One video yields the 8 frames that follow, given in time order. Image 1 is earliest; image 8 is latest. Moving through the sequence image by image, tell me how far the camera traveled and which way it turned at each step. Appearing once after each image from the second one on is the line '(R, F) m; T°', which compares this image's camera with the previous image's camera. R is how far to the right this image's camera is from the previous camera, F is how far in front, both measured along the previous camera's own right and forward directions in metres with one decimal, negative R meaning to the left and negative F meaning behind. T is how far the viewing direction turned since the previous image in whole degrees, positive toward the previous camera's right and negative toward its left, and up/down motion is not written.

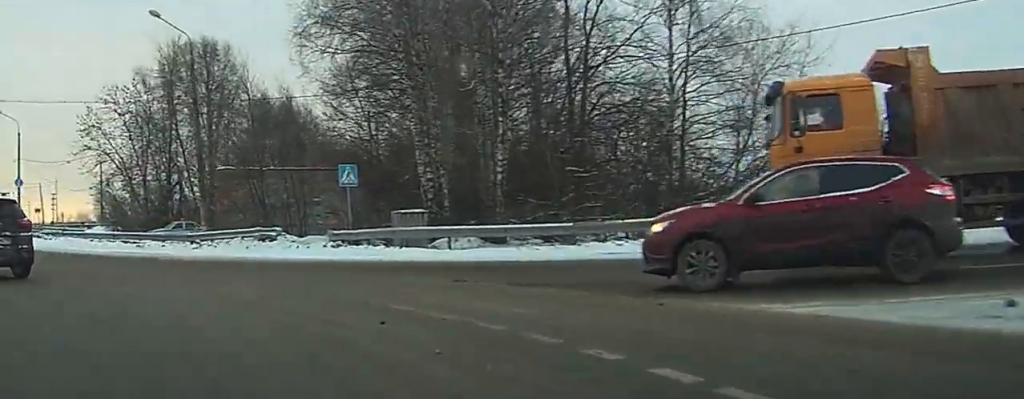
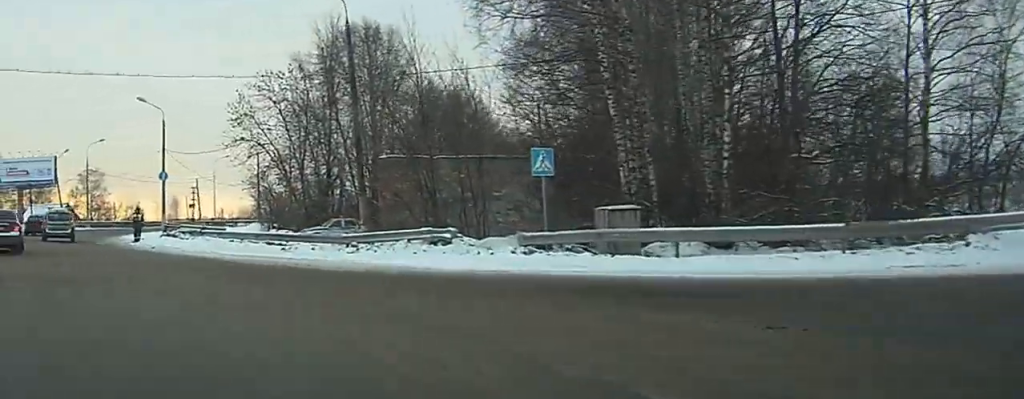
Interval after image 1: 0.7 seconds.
(-0.1, +6.1) m; -12°
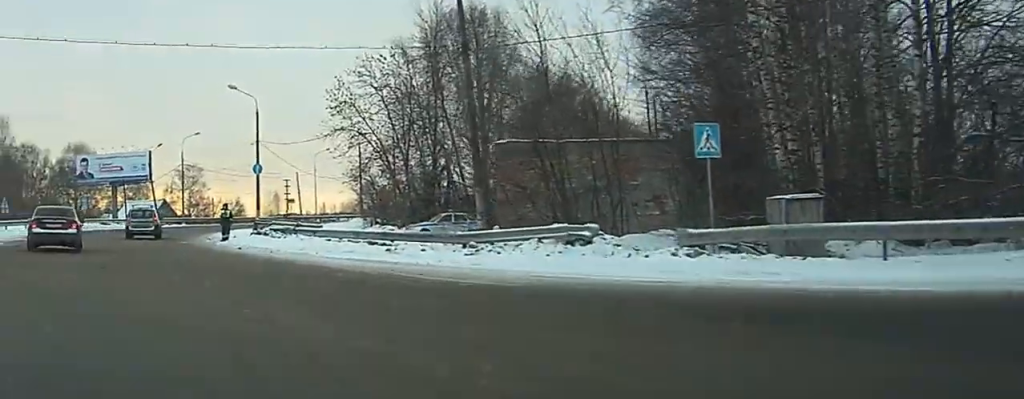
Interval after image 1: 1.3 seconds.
(-0.3, +4.8) m; -9°
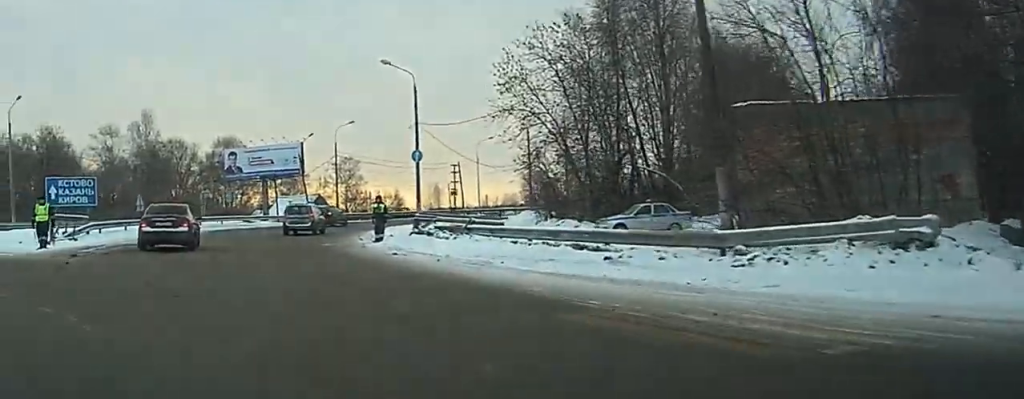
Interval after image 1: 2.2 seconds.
(-1.7, +8.3) m; -13°
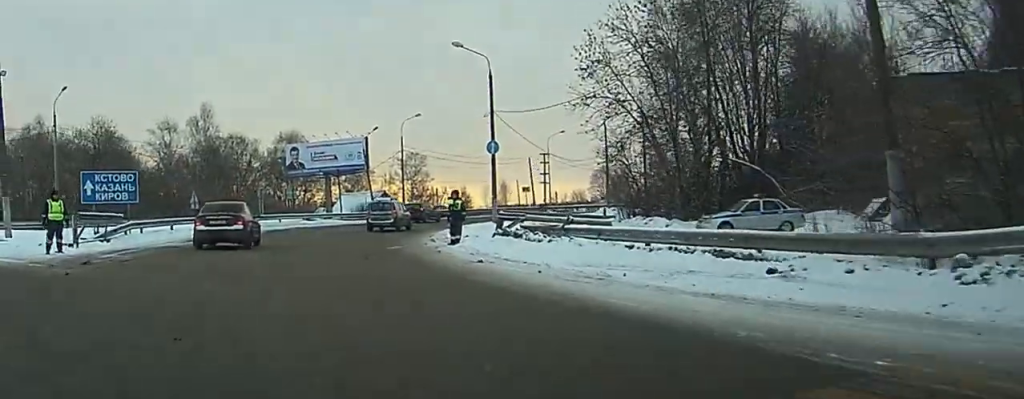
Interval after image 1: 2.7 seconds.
(+0.1, +4.9) m; -4°
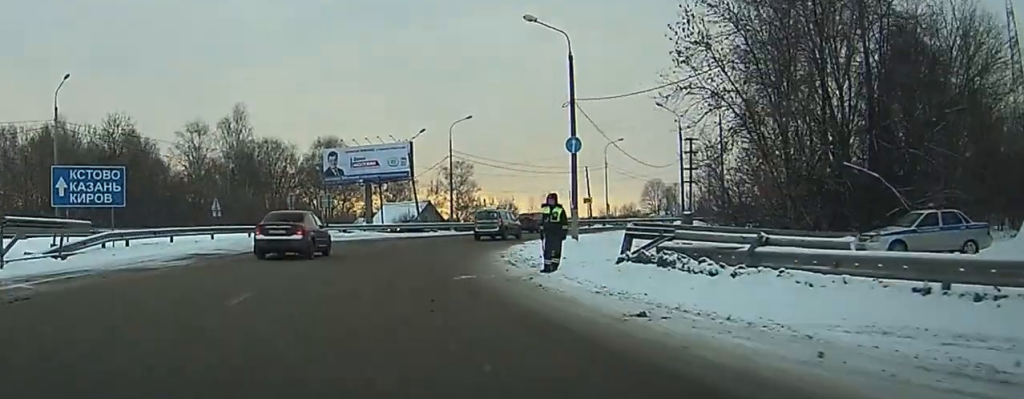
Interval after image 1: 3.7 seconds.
(-0.7, +8.9) m; -7°
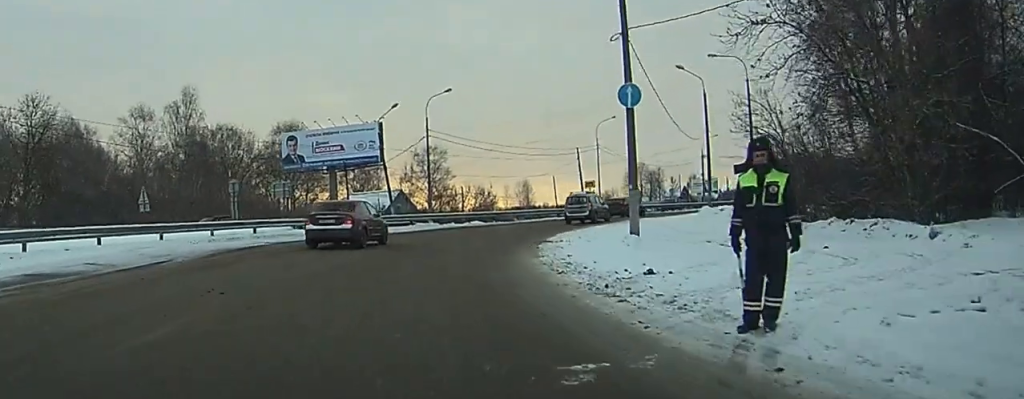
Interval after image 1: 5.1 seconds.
(-0.5, +12.3) m; -2°
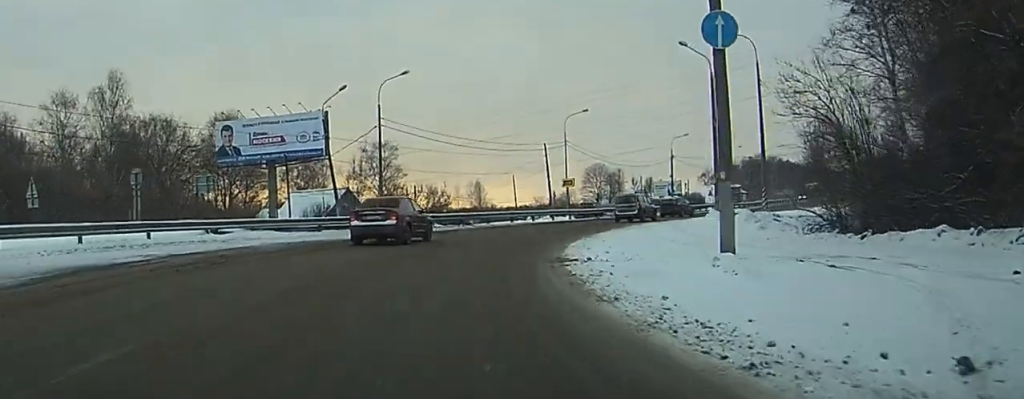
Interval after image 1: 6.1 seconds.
(+0.1, +9.6) m; +4°
